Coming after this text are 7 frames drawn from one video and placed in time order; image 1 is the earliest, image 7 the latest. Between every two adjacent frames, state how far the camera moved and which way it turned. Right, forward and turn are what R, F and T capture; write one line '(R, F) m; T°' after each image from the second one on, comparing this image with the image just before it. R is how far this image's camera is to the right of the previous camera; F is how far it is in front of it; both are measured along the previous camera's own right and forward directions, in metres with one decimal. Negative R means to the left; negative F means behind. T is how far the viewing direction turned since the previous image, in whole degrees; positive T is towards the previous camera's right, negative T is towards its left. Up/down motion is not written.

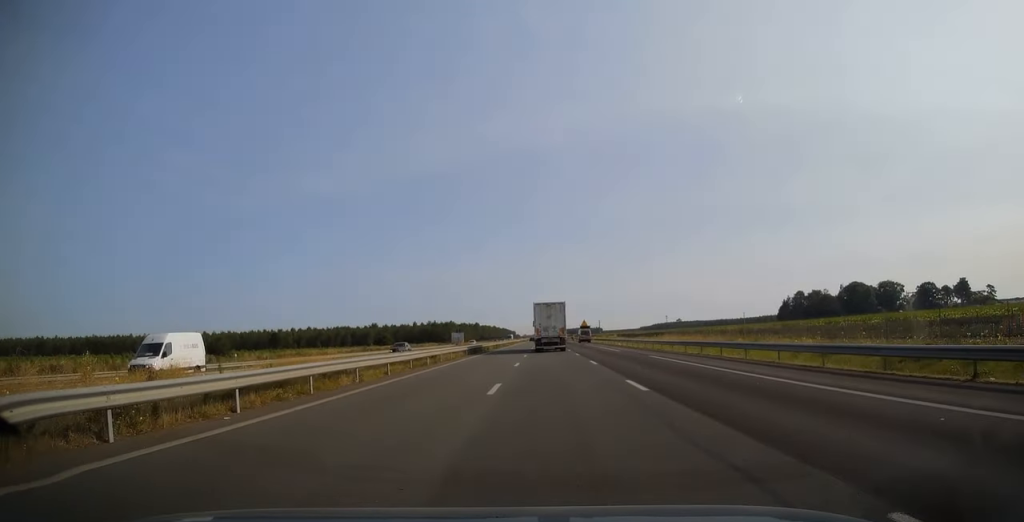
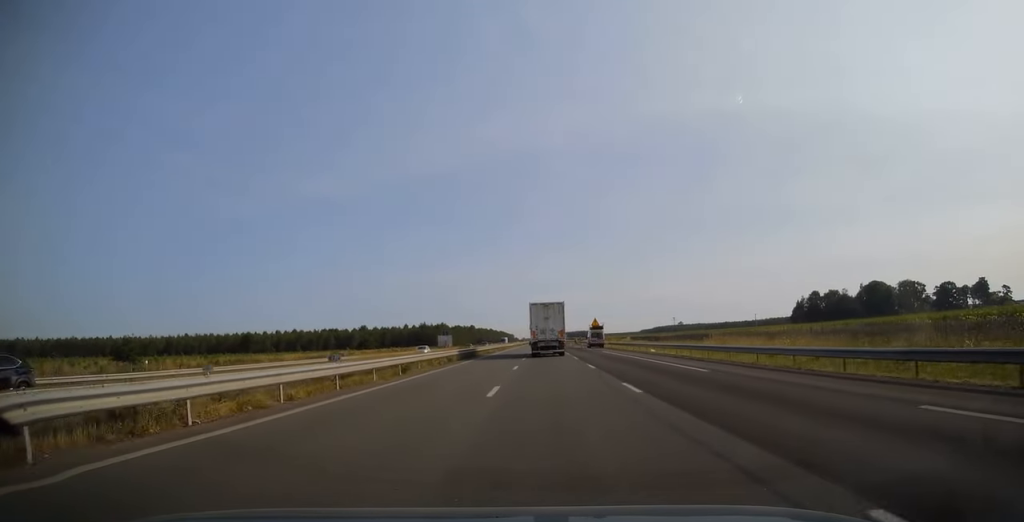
(-0.1, +25.7) m; 0°
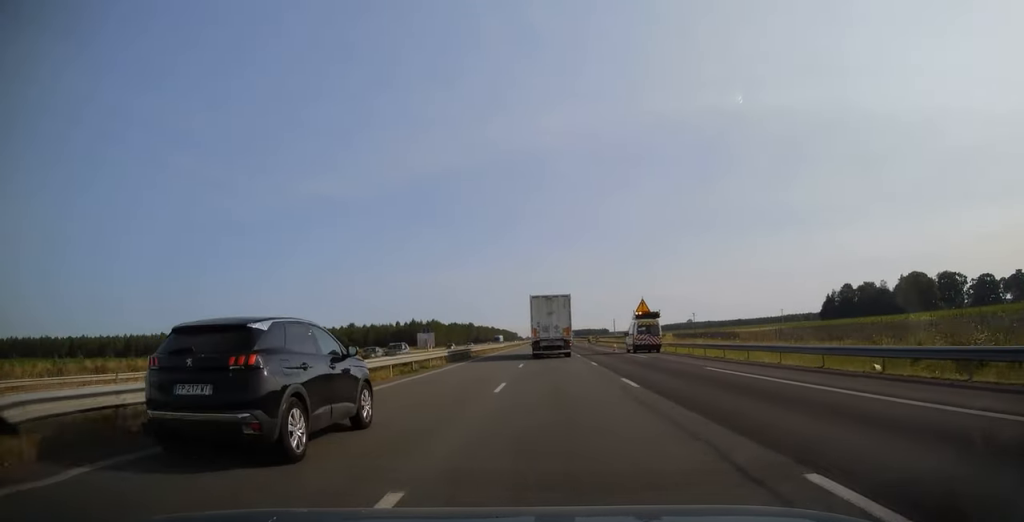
(+0.1, +37.9) m; 0°
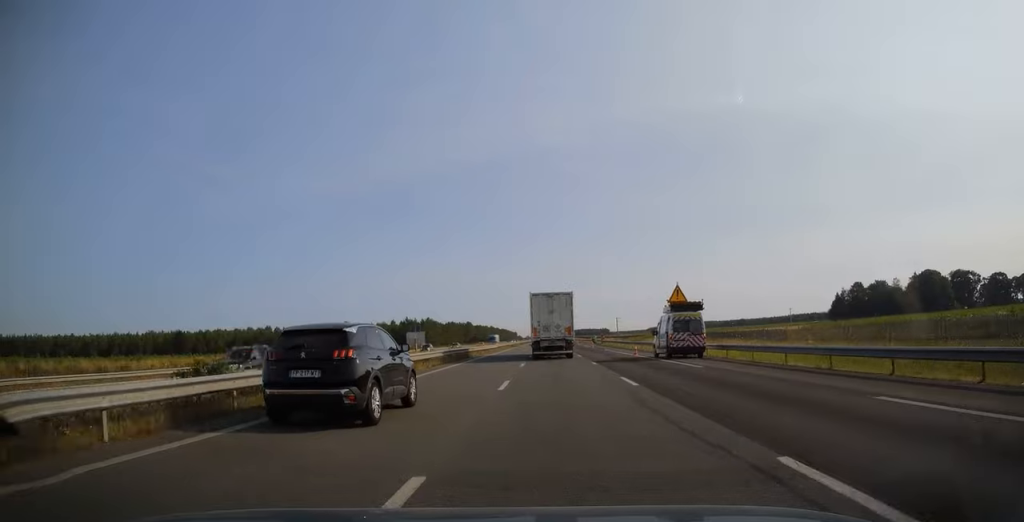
(0.0, +12.3) m; 0°
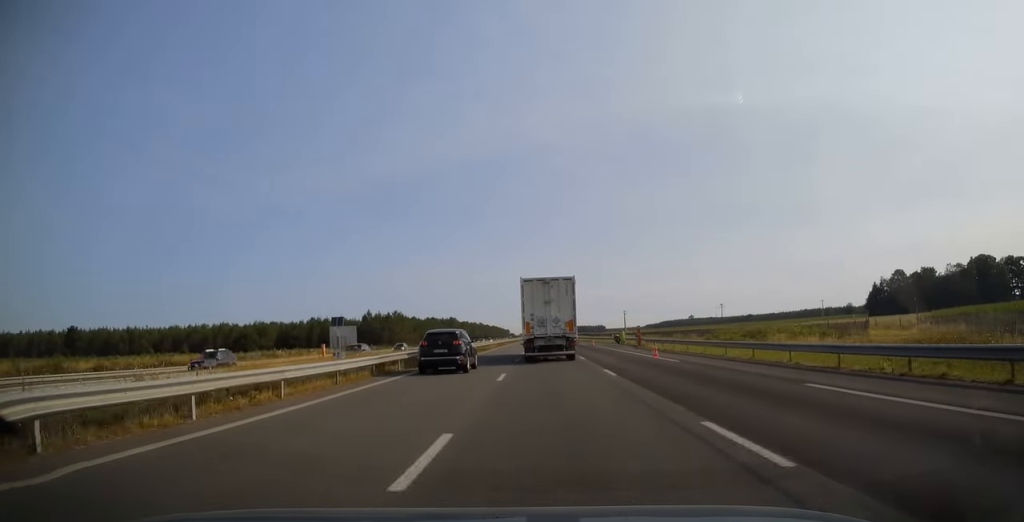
(0.0, +49.4) m; 0°
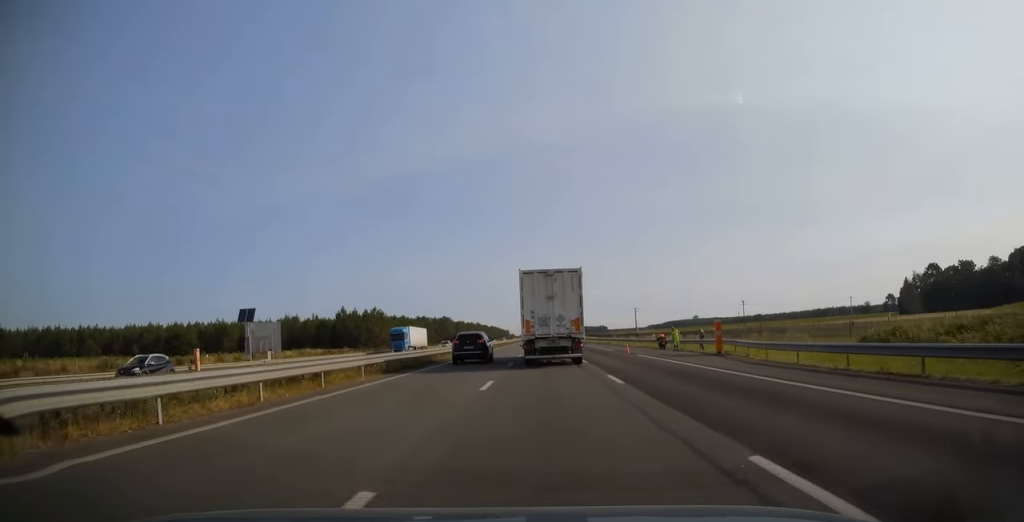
(+0.1, +29.2) m; 0°
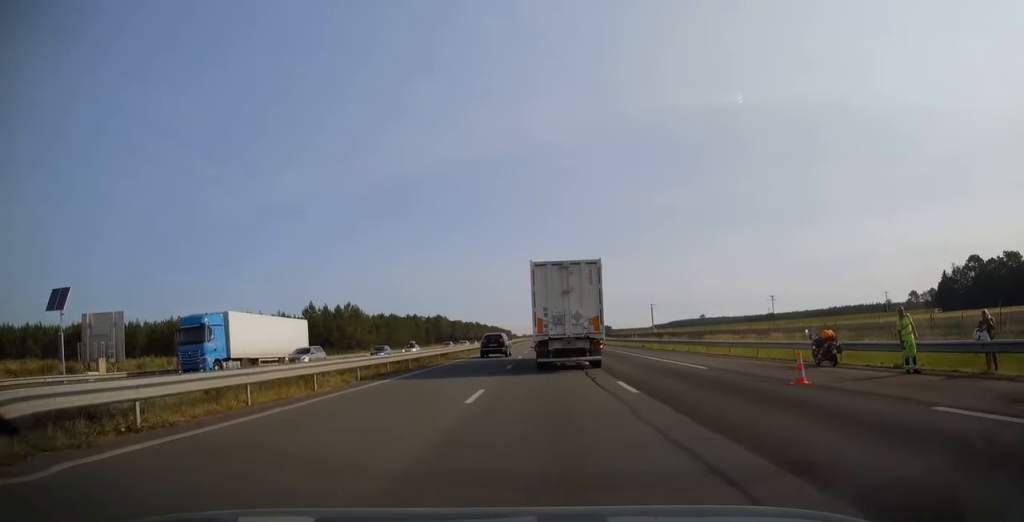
(0.0, +28.6) m; 0°
